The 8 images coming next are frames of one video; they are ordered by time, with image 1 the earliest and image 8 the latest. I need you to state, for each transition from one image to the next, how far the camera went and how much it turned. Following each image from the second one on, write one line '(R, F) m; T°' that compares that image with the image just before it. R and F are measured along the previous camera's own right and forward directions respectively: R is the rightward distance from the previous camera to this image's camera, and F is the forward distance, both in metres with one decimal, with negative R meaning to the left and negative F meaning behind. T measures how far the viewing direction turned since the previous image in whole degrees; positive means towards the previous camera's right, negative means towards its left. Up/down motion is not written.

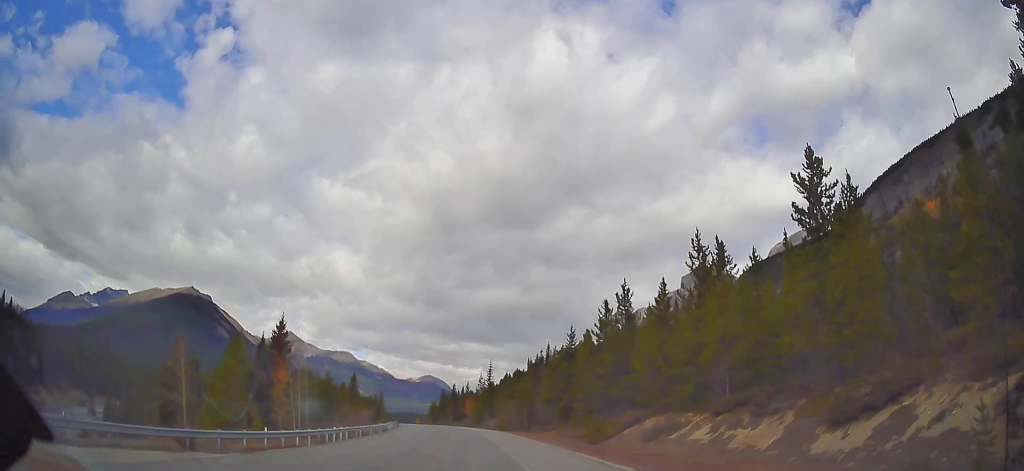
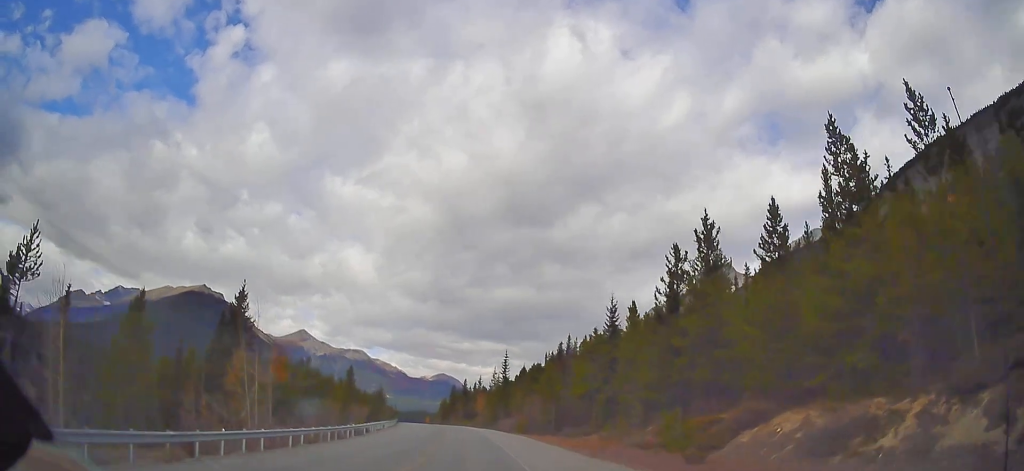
(-0.2, +17.6) m; -1°
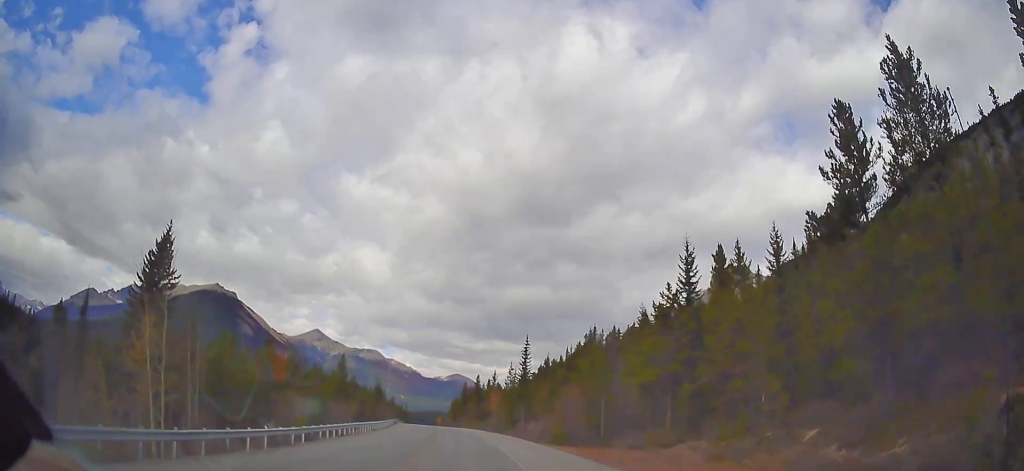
(+0.2, +19.1) m; -2°
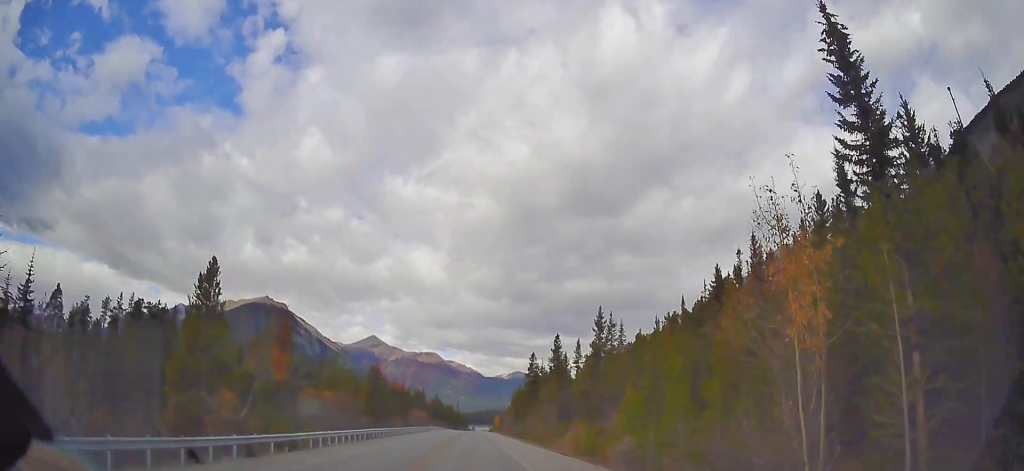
(-4.6, +70.3) m; -6°
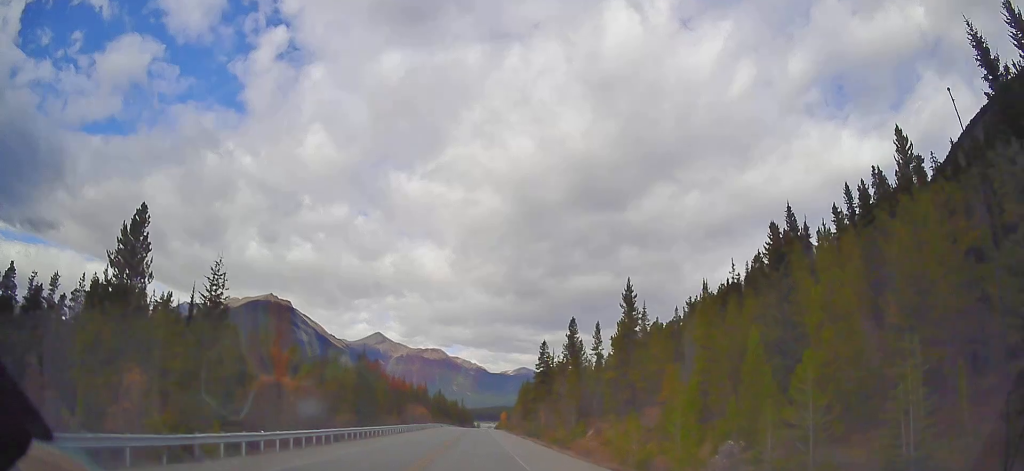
(0.0, +10.7) m; 0°
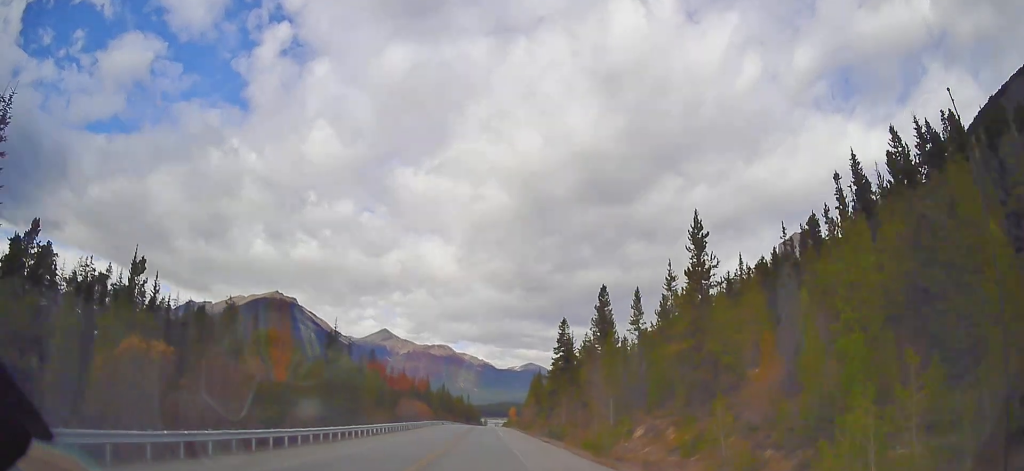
(+0.3, +16.5) m; -1°
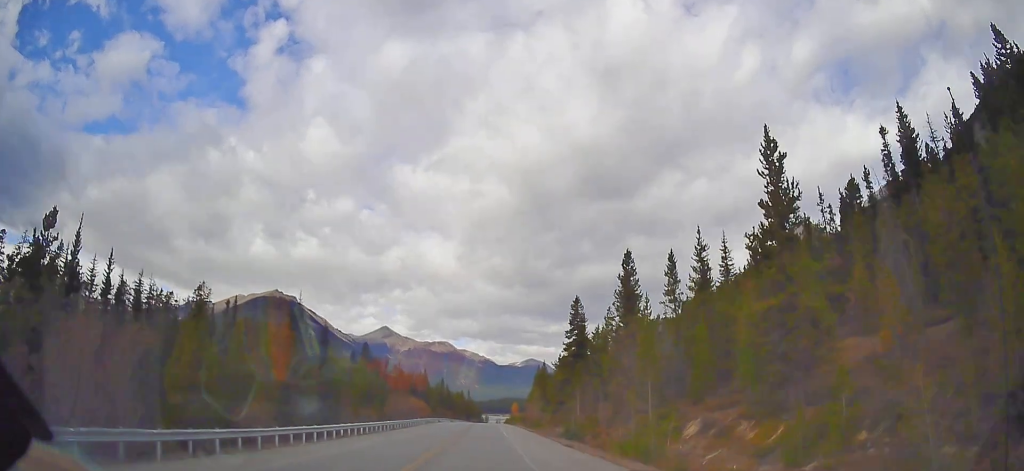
(-0.3, +10.6) m; 0°
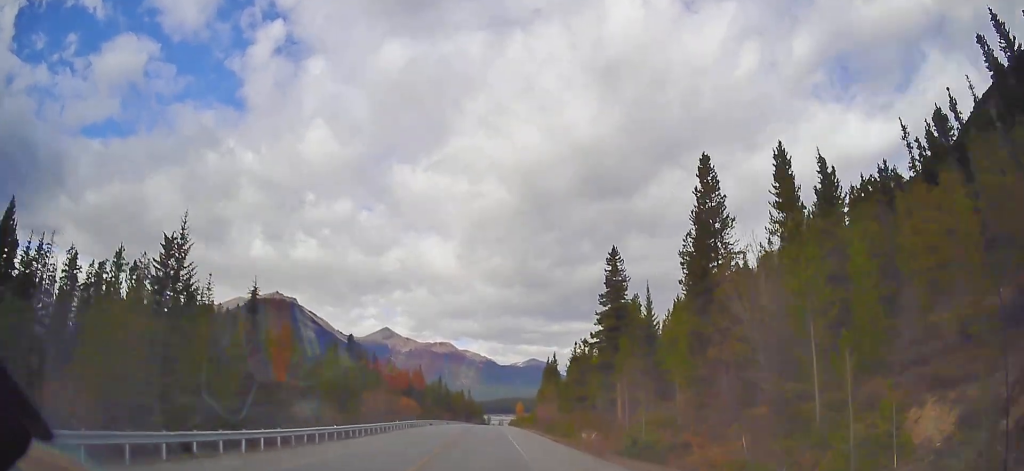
(-0.3, +18.8) m; -1°
